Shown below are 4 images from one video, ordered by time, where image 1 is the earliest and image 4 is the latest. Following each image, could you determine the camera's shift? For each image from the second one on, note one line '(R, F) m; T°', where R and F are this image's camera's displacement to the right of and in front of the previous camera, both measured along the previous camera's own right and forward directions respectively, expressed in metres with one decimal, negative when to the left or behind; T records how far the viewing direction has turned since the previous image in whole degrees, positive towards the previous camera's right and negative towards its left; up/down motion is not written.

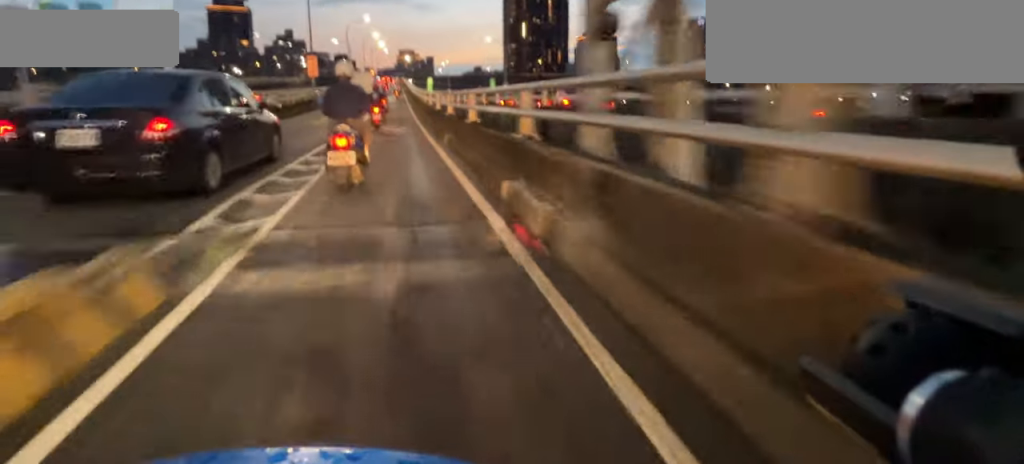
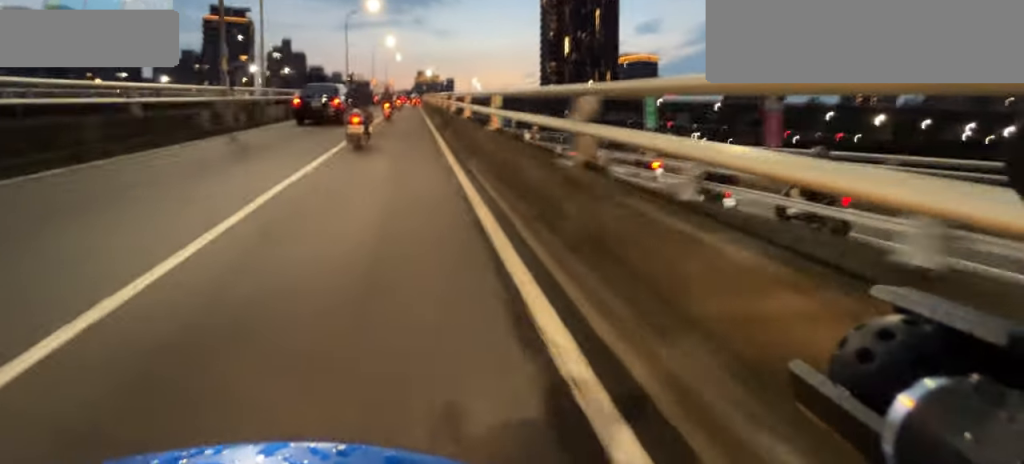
(+0.8, +39.2) m; 0°
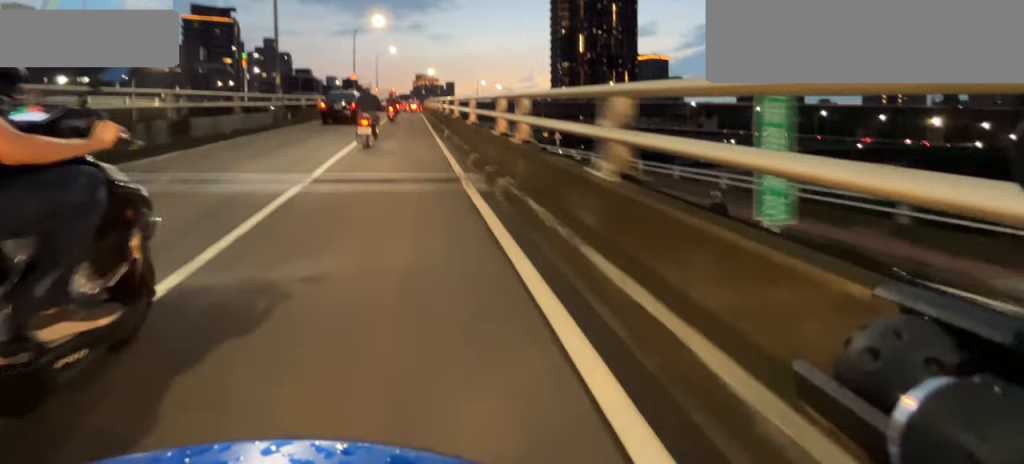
(0.0, +18.8) m; 0°
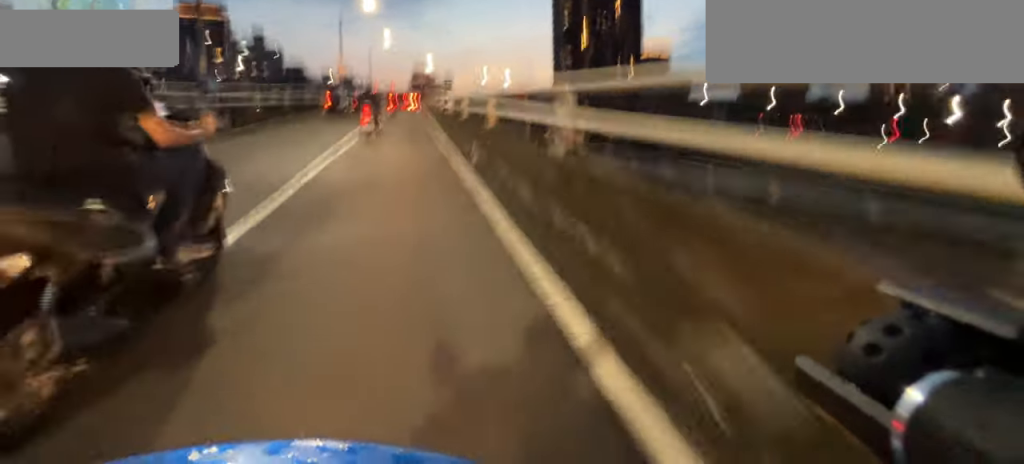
(0.0, +6.2) m; 0°
